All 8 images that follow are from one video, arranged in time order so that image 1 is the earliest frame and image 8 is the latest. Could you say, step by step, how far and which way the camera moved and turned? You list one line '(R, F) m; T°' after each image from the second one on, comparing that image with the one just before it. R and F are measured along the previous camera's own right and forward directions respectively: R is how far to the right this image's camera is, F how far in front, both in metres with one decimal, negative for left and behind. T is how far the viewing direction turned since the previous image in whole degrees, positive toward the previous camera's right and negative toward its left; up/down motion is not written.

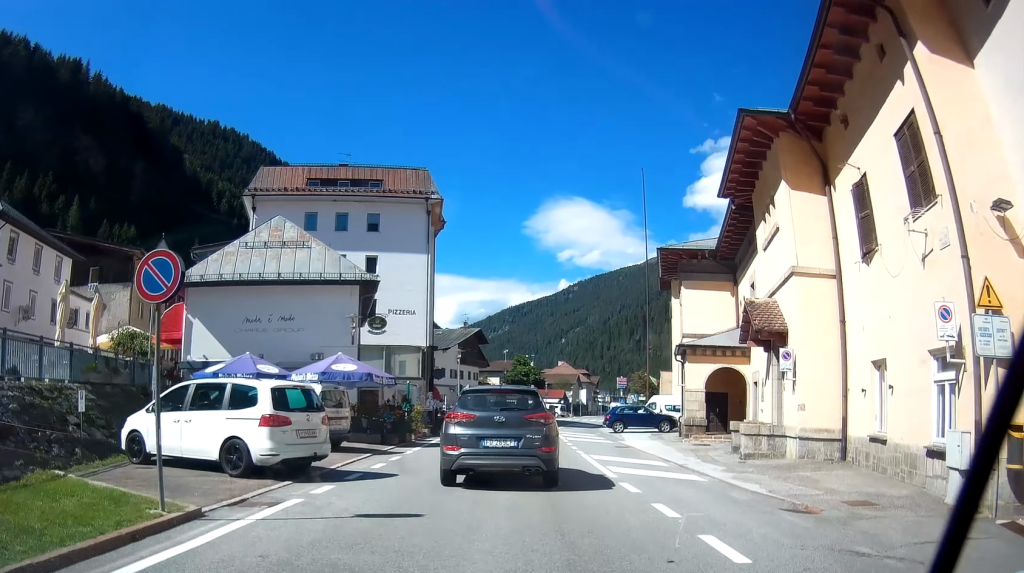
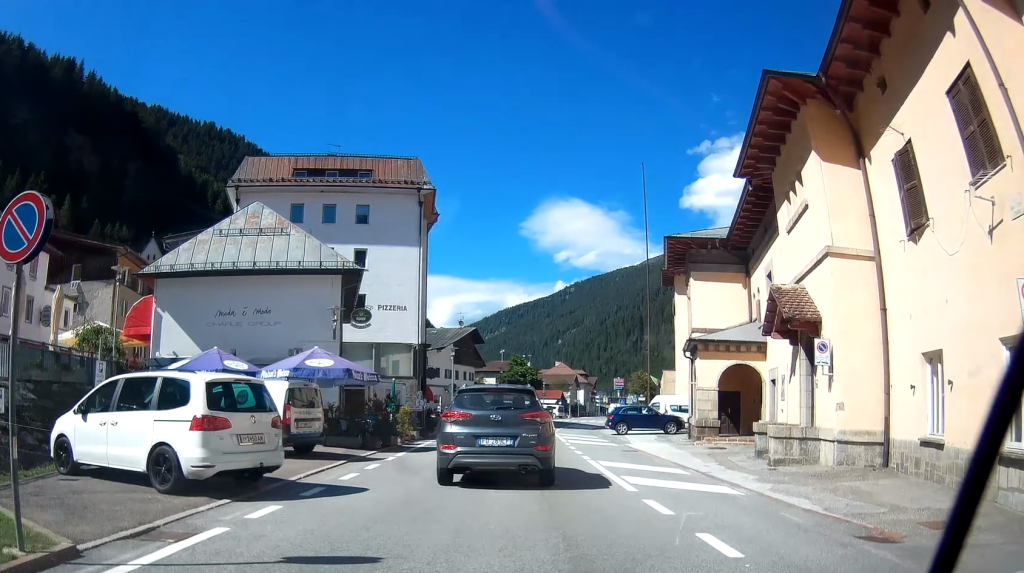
(-0.1, +2.7) m; 0°
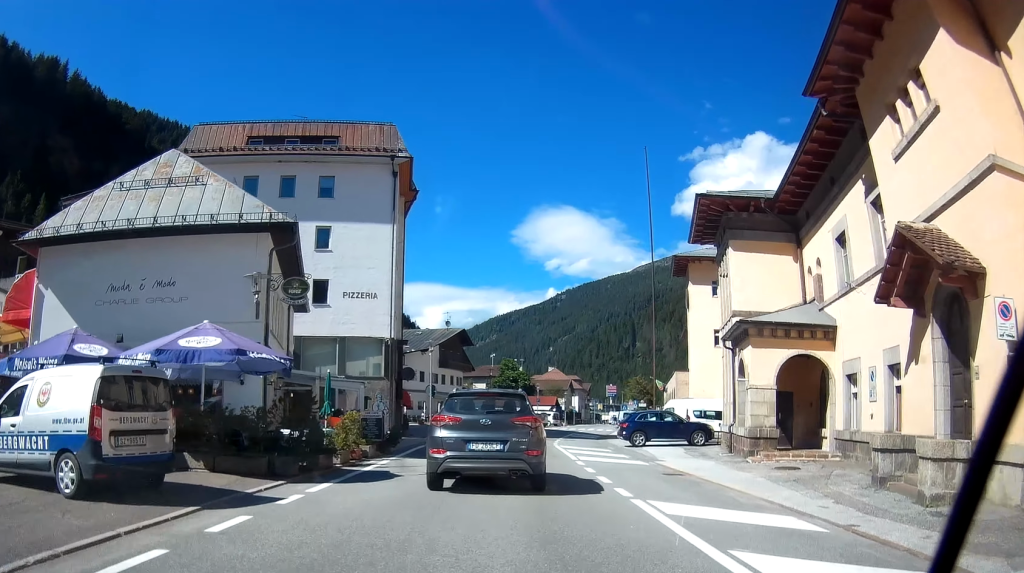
(0.0, +7.8) m; +1°
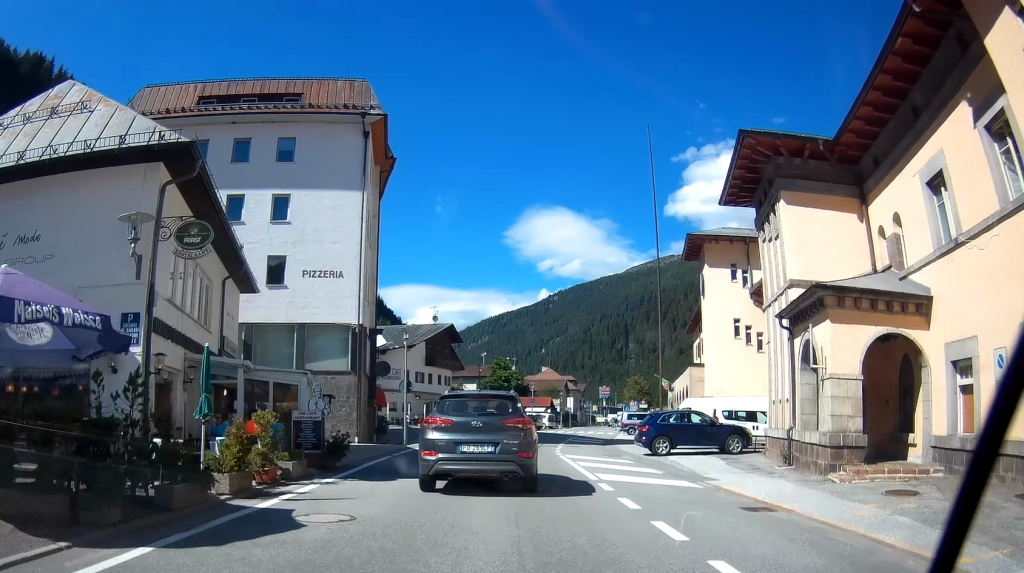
(0.0, +6.0) m; +1°
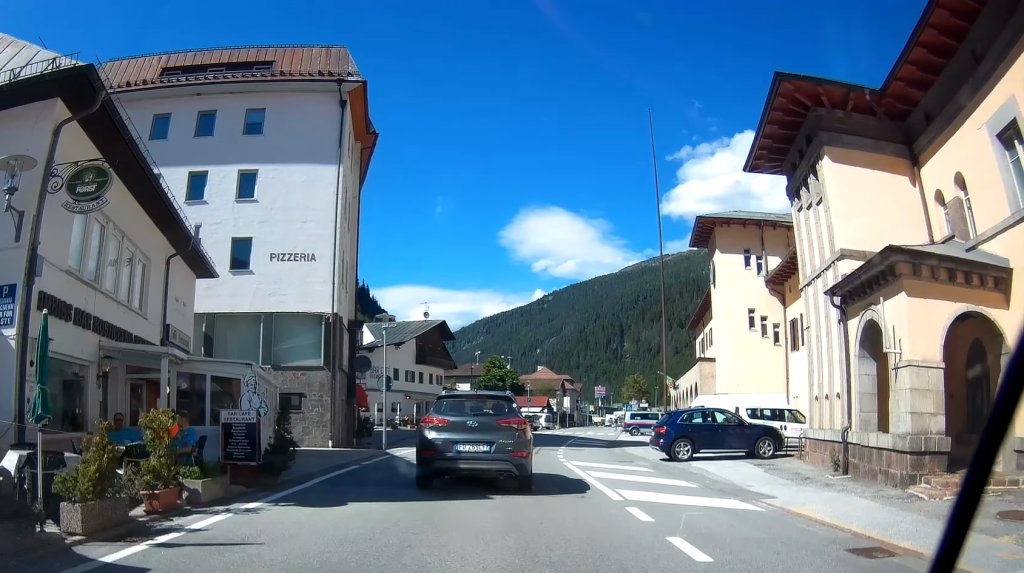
(0.0, +3.4) m; +1°
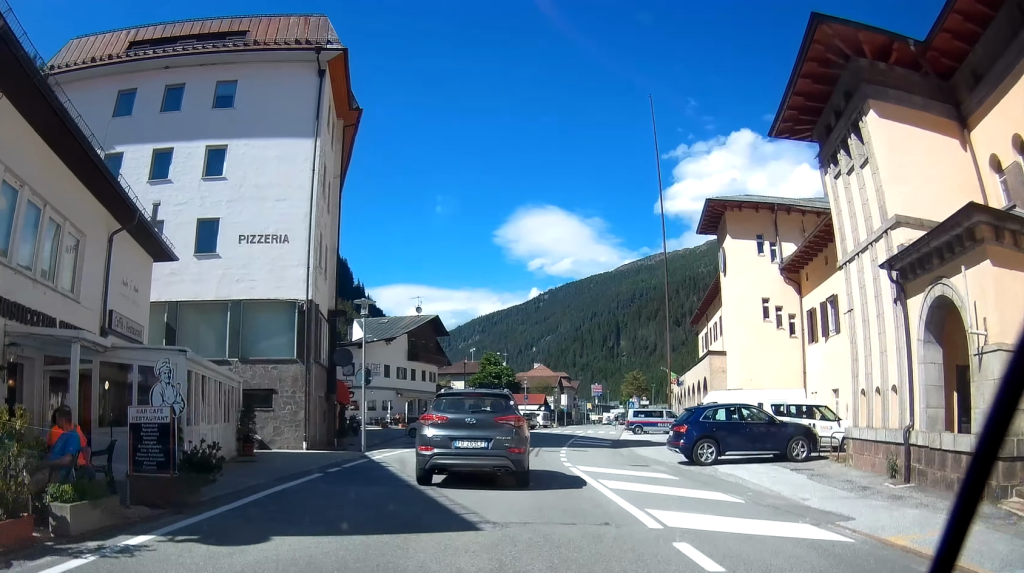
(+0.2, +2.8) m; +1°
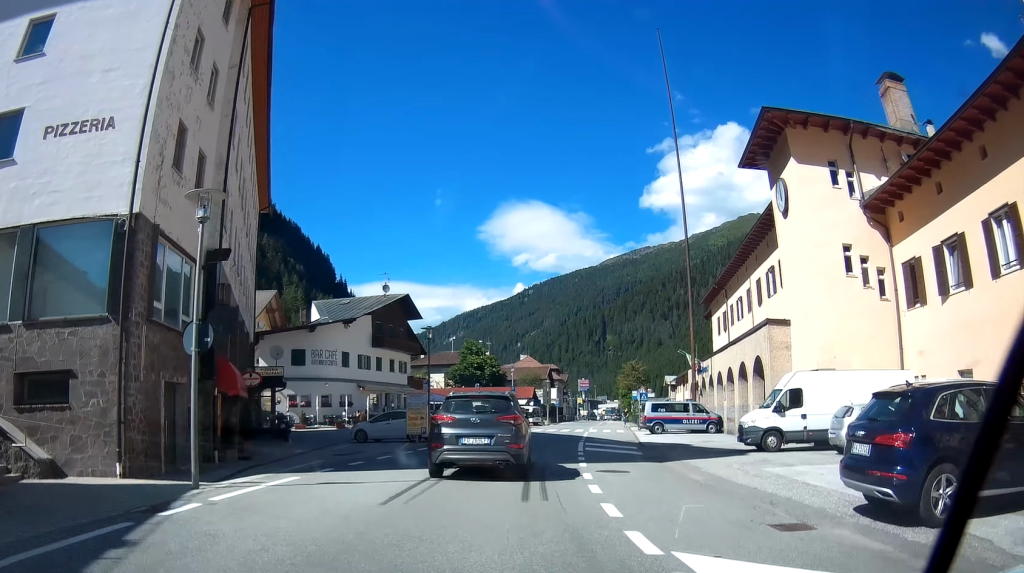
(-0.4, +10.5) m; -1°
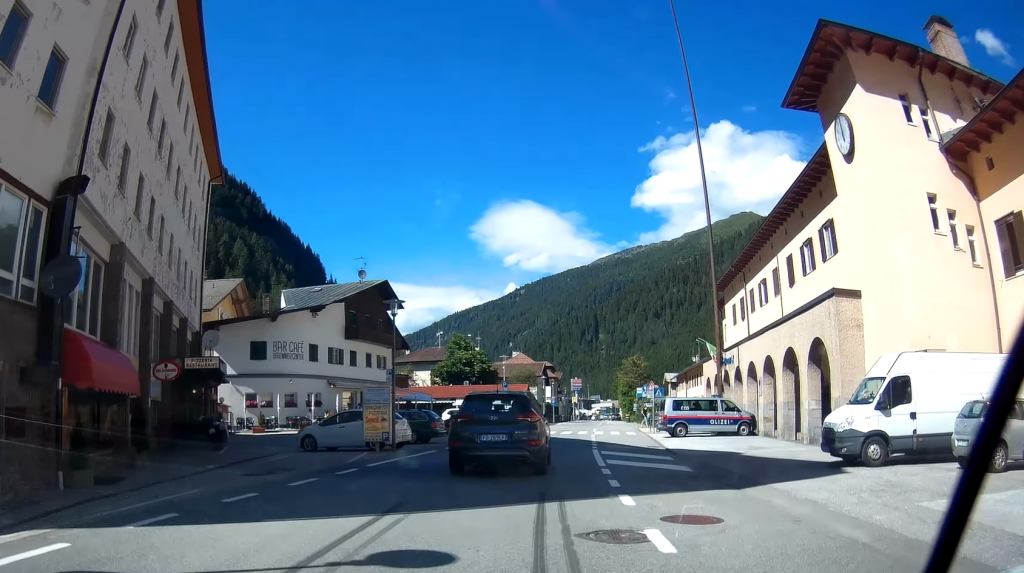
(0.0, +6.6) m; 0°
